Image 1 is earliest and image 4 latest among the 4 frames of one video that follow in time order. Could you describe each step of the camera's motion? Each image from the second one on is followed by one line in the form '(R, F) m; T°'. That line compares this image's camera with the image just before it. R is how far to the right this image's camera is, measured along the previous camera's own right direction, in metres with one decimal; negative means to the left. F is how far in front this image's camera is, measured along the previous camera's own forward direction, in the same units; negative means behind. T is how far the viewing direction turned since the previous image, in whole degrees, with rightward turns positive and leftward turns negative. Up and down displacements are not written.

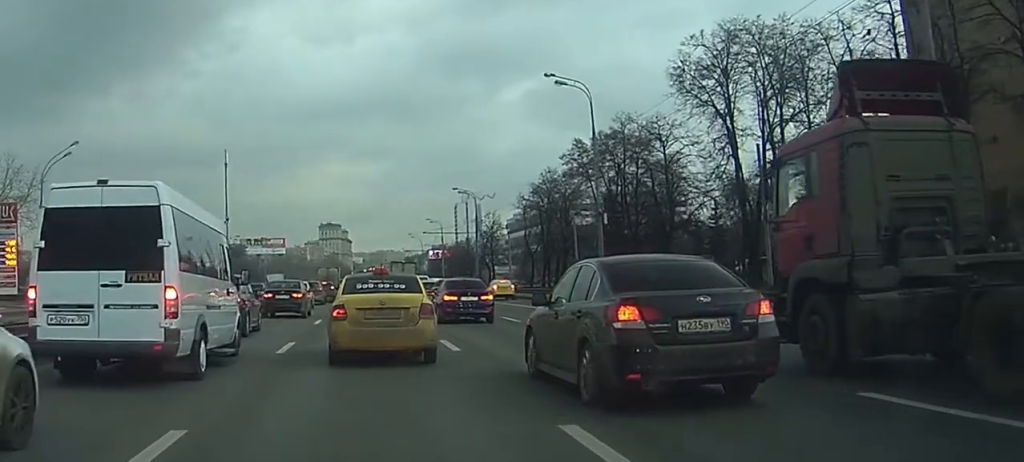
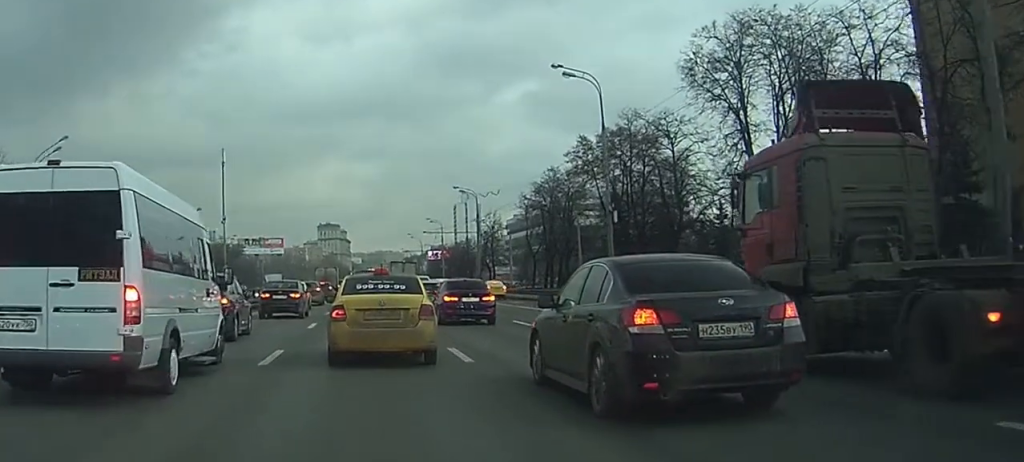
(0.0, +2.1) m; -2°
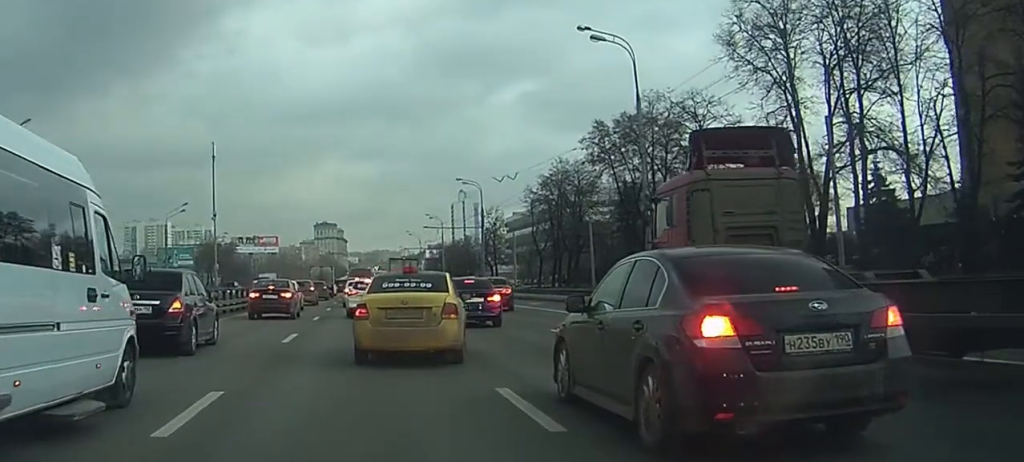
(-0.3, +6.4) m; -3°
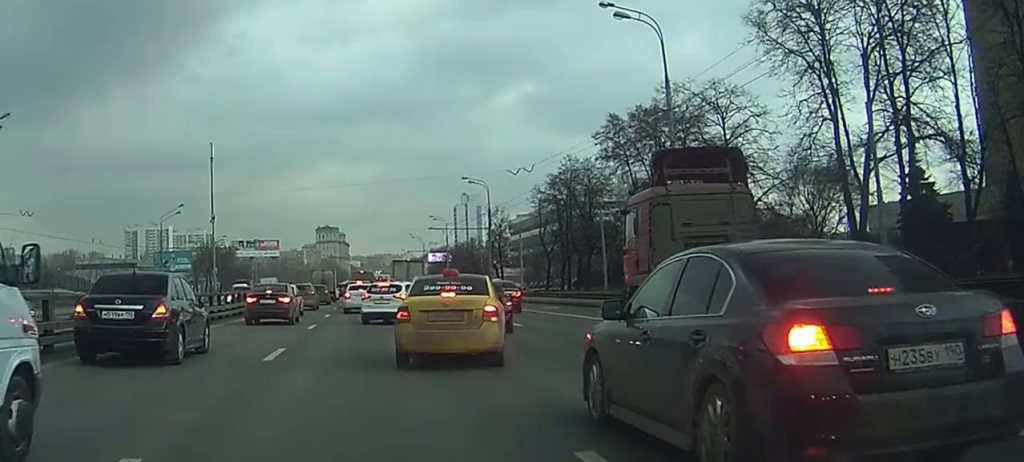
(0.0, +3.8) m; +1°
